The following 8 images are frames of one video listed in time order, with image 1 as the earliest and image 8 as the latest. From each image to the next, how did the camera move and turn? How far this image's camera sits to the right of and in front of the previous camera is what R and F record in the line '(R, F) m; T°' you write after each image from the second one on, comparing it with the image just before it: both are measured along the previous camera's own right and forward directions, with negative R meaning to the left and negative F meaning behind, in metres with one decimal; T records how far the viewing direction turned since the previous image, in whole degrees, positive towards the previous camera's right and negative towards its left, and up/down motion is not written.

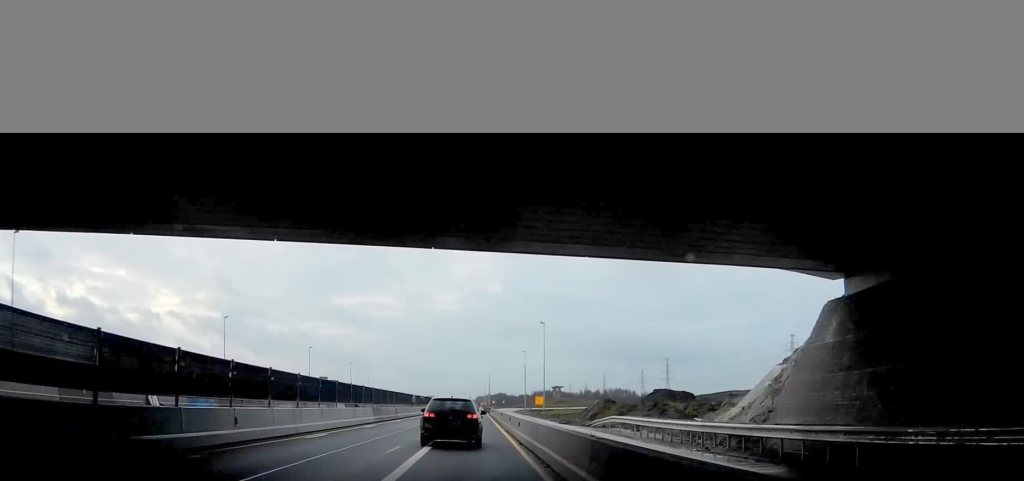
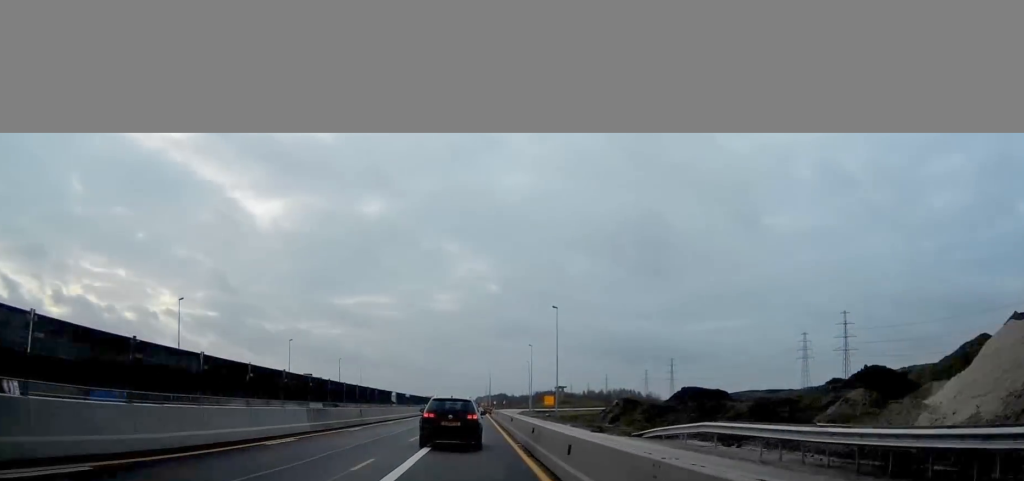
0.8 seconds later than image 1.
(0.0, +15.7) m; 0°
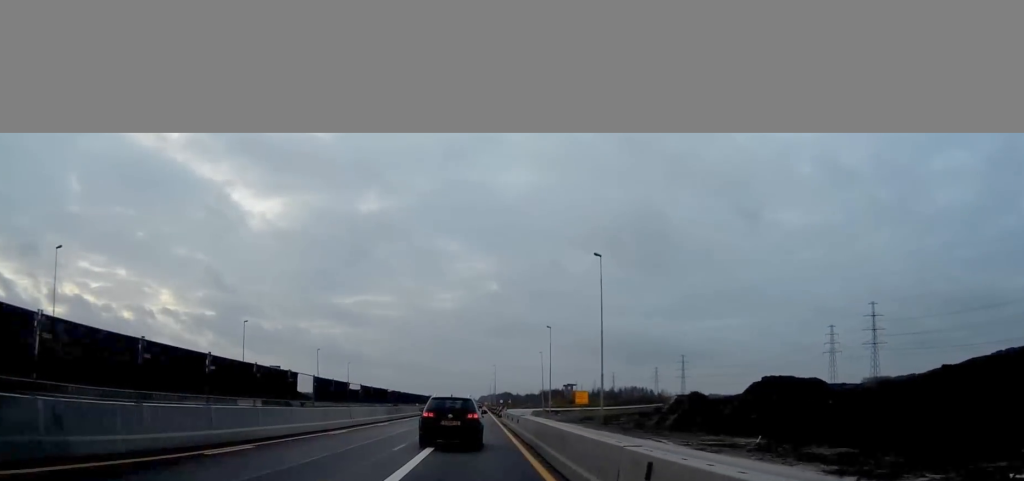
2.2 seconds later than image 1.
(-0.1, +27.8) m; -1°
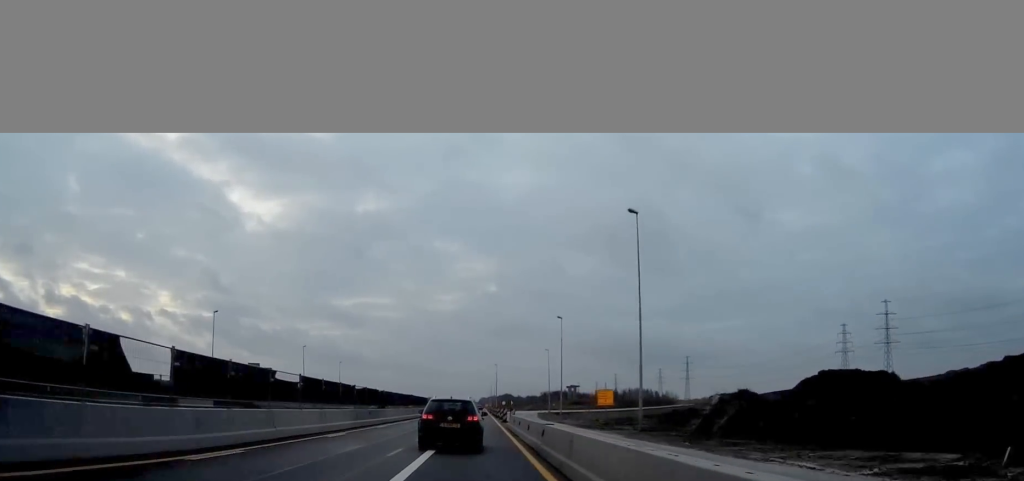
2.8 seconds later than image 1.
(-0.1, +12.7) m; 0°
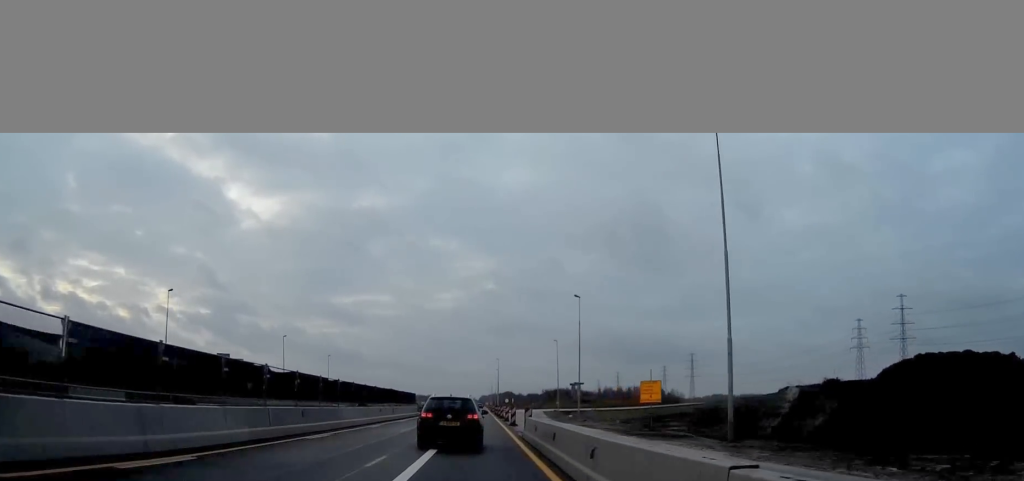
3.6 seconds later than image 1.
(0.0, +14.9) m; 0°
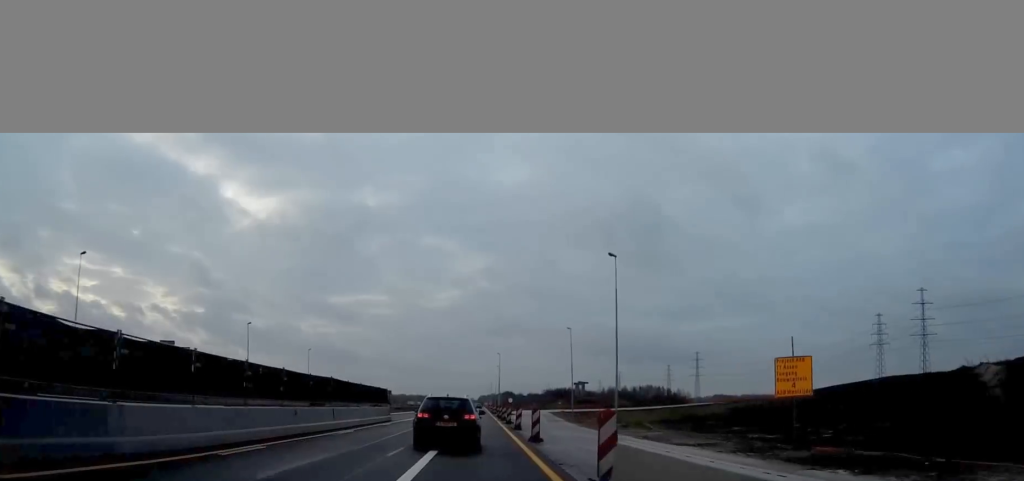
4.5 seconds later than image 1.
(0.0, +19.5) m; 0°
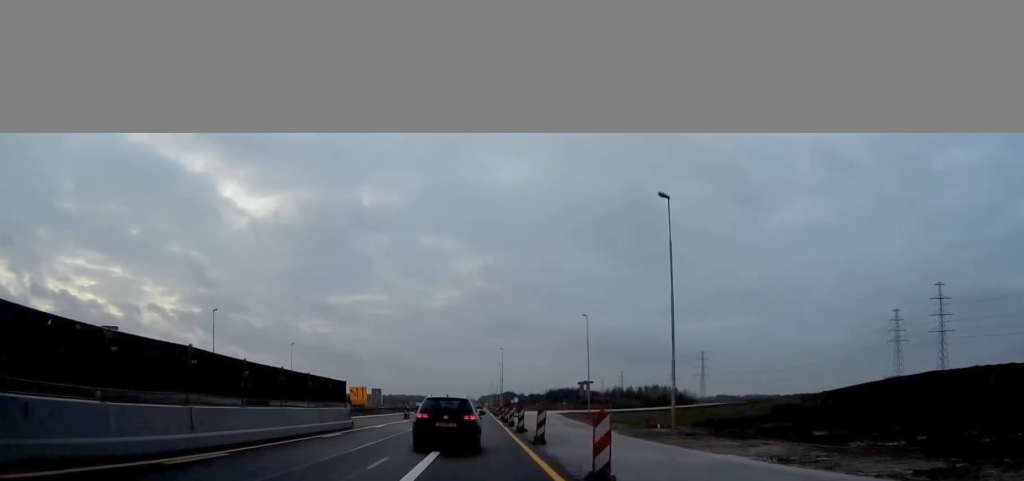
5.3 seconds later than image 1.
(0.0, +14.6) m; 0°
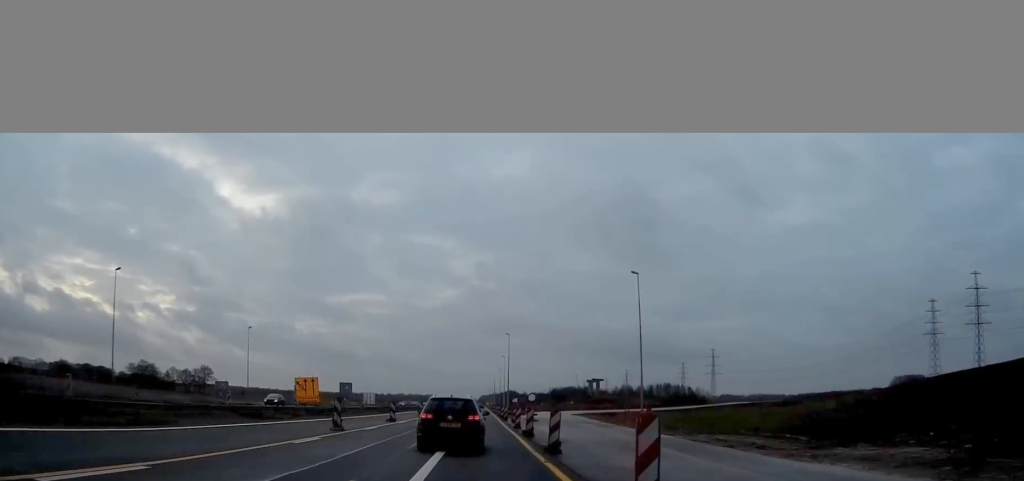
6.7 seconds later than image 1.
(-0.1, +27.9) m; 0°
